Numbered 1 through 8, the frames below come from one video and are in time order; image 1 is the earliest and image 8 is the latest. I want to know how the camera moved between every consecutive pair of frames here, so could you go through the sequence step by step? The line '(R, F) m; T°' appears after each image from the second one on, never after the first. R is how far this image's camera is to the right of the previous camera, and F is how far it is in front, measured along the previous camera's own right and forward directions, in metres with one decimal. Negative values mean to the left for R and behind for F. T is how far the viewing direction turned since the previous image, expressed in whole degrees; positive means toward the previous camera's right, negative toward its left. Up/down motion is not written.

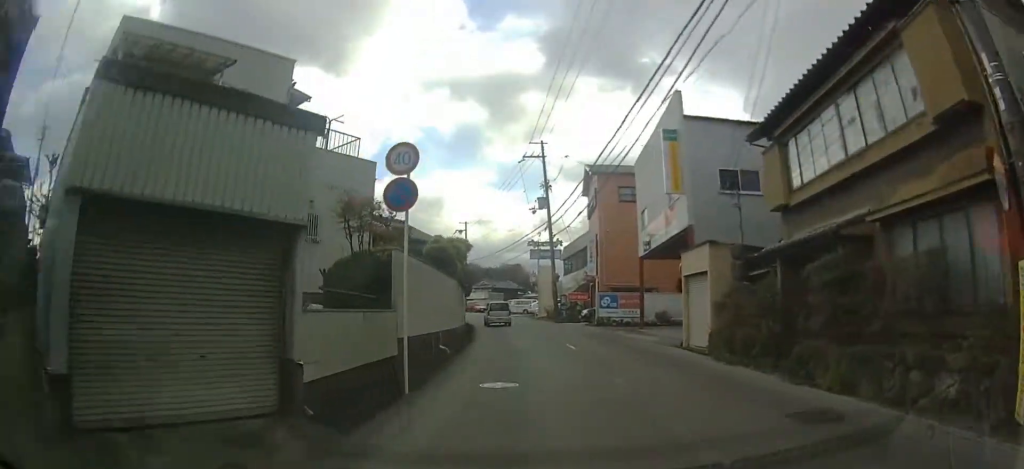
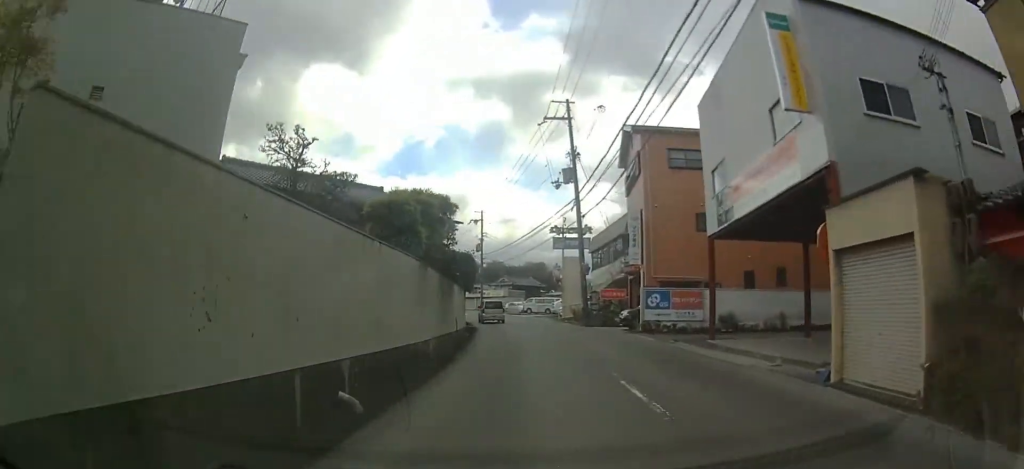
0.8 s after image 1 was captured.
(-0.1, +8.4) m; -1°
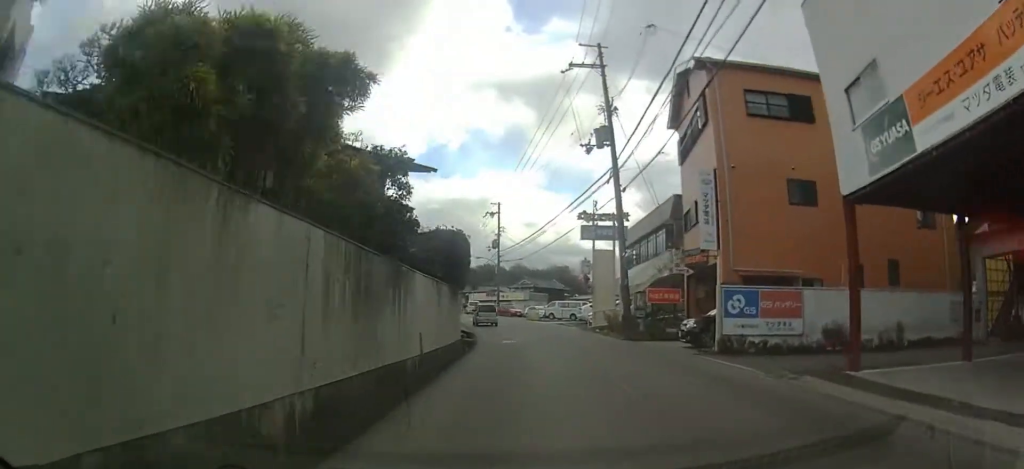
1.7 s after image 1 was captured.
(-0.2, +8.4) m; -2°
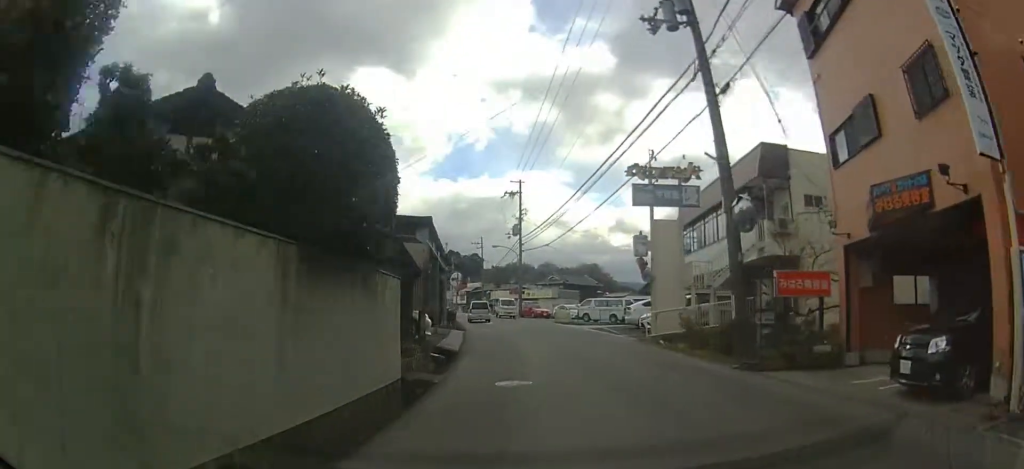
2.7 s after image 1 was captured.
(-0.2, +10.6) m; -3°
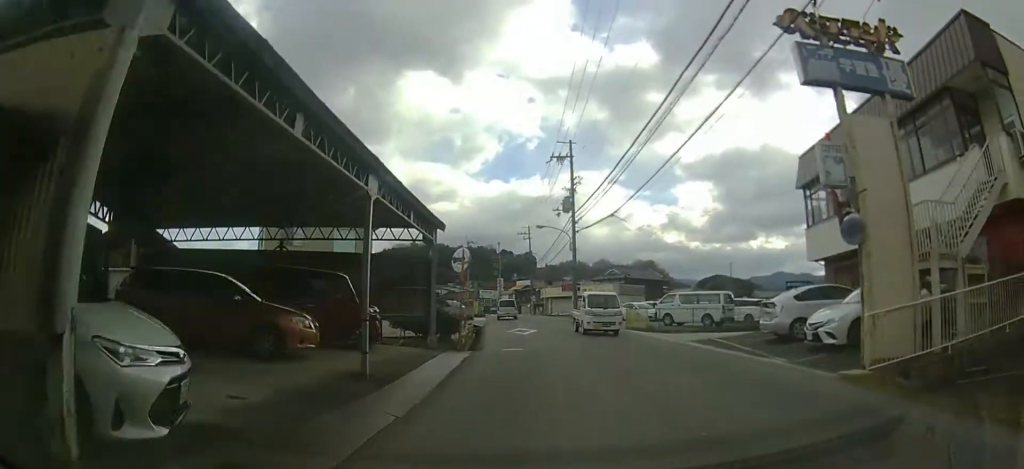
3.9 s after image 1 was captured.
(-0.3, +12.4) m; -4°
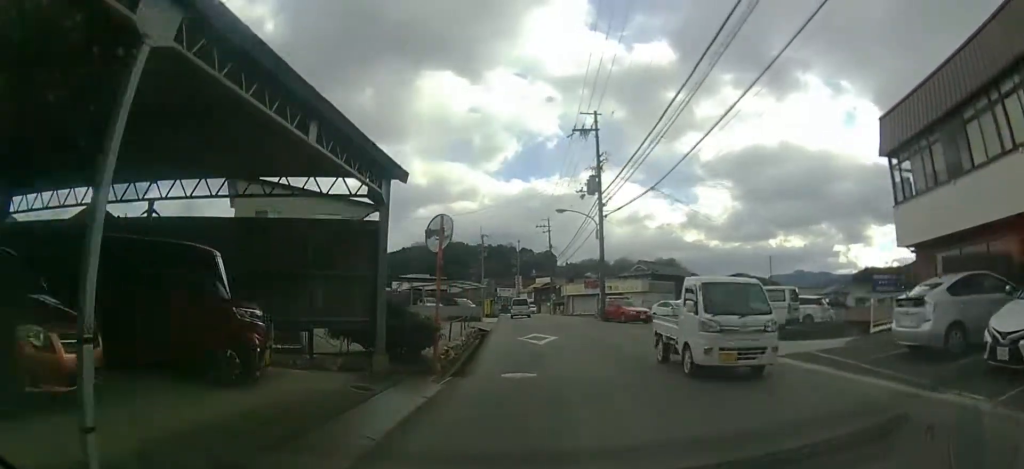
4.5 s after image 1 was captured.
(0.0, +6.0) m; -3°
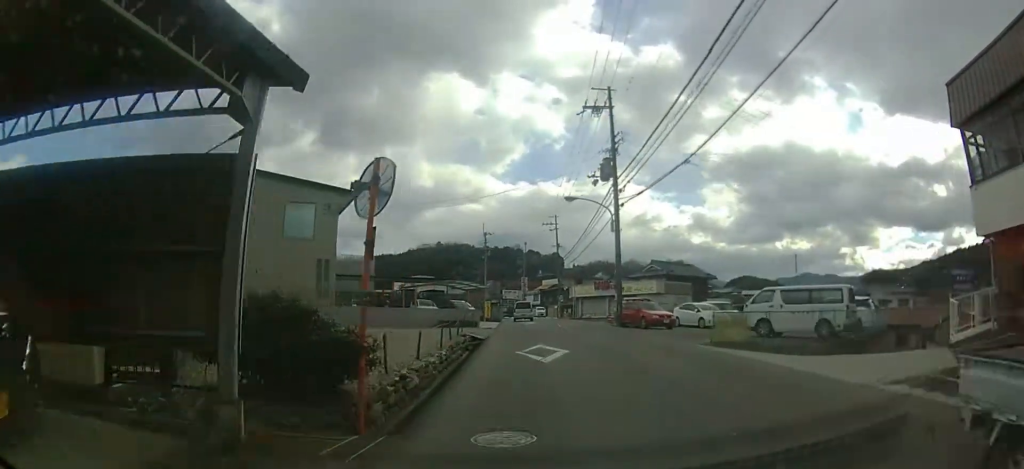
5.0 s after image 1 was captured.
(-0.2, +4.5) m; -2°
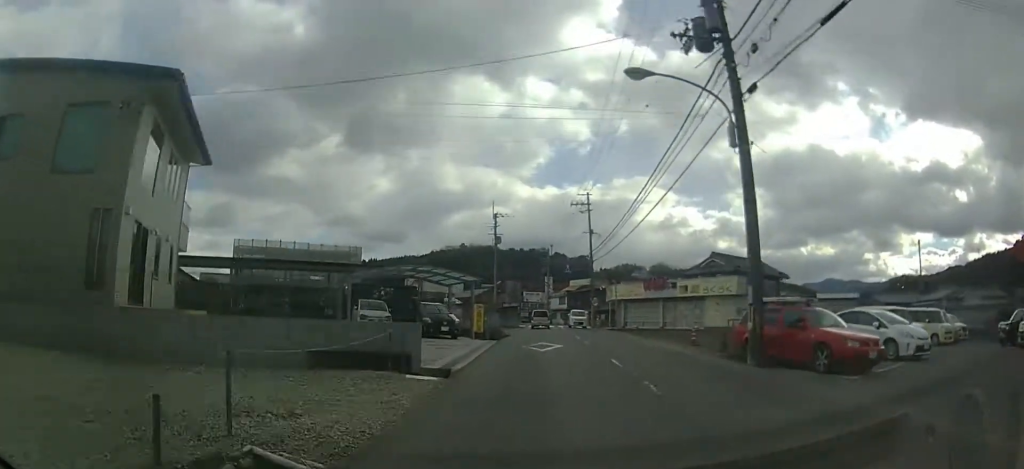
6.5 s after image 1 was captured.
(-0.7, +16.4) m; -3°
